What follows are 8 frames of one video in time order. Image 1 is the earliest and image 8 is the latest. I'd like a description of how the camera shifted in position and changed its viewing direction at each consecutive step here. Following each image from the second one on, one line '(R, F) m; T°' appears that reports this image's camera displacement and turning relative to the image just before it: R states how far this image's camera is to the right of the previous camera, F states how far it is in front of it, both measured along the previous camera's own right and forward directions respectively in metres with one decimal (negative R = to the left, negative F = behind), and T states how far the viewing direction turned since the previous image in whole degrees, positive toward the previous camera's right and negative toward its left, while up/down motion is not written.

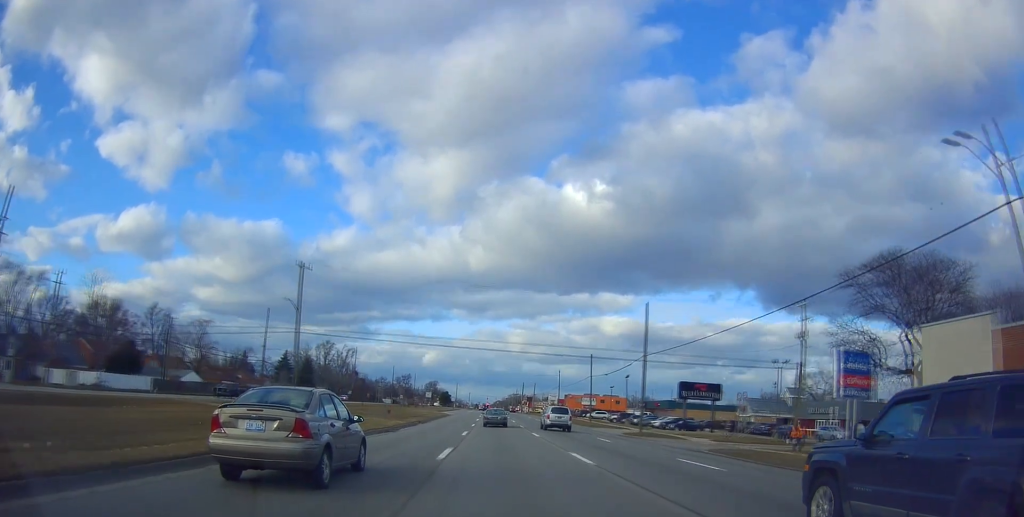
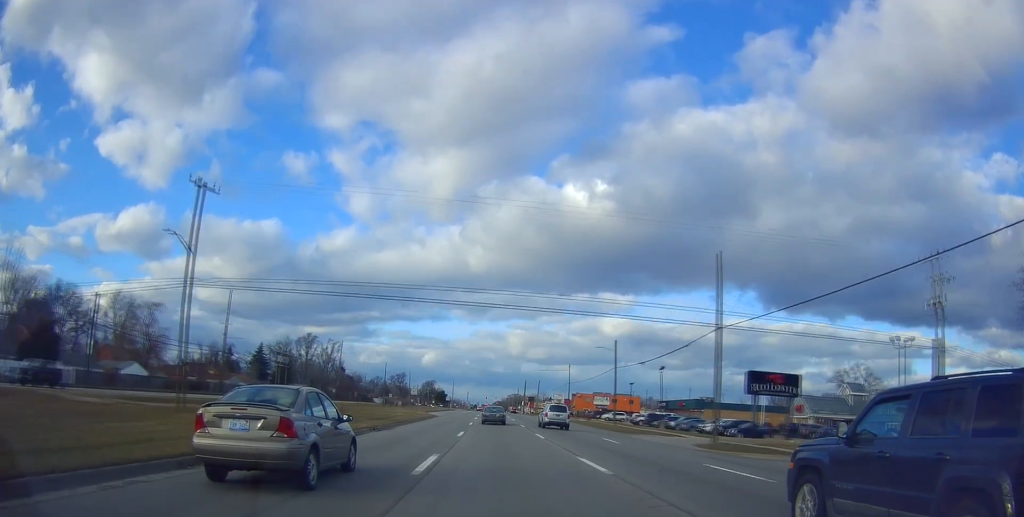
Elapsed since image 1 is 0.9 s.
(-0.6, +18.1) m; 0°
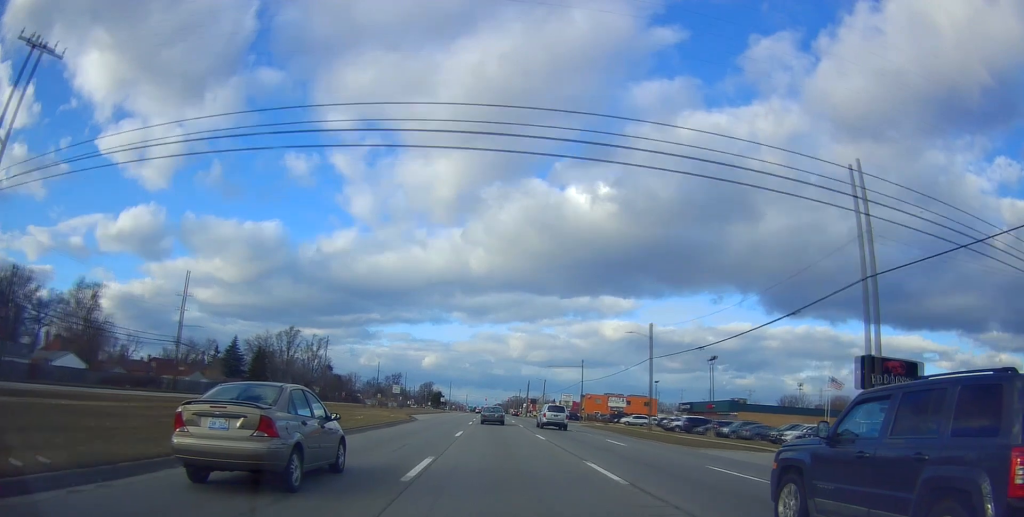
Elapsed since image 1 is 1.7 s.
(+0.6, +16.0) m; +1°
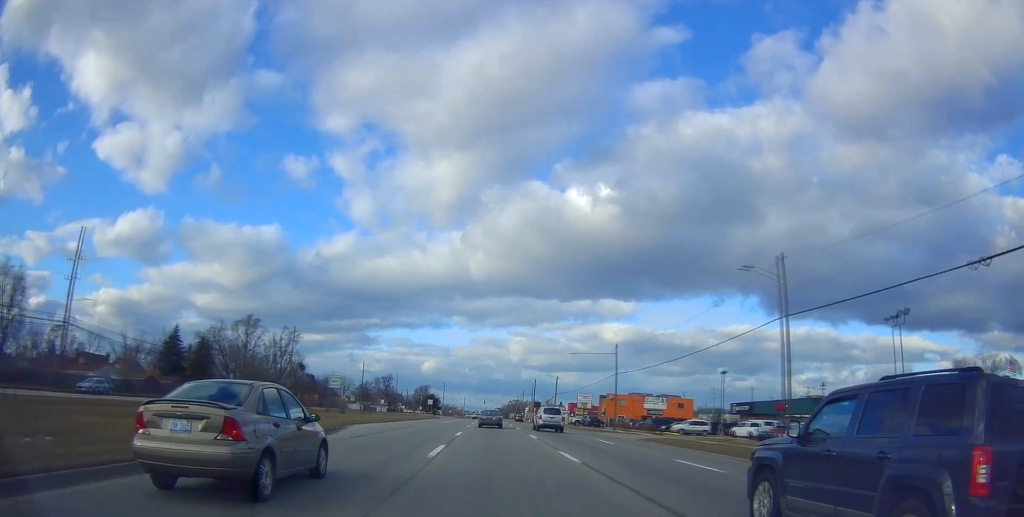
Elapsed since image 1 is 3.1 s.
(-0.2, +27.3) m; 0°
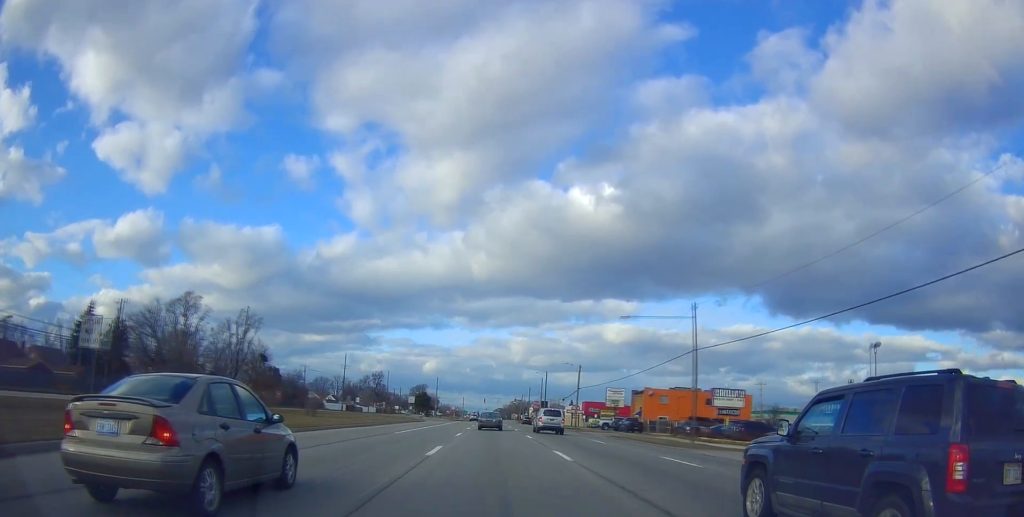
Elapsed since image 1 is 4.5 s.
(-0.4, +28.6) m; -3°
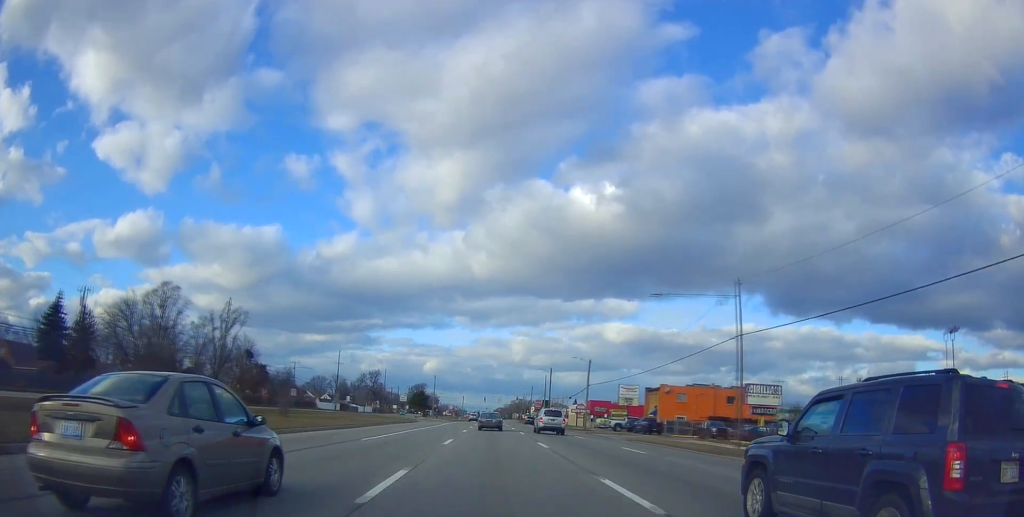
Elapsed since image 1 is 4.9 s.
(-0.1, +8.6) m; -1°
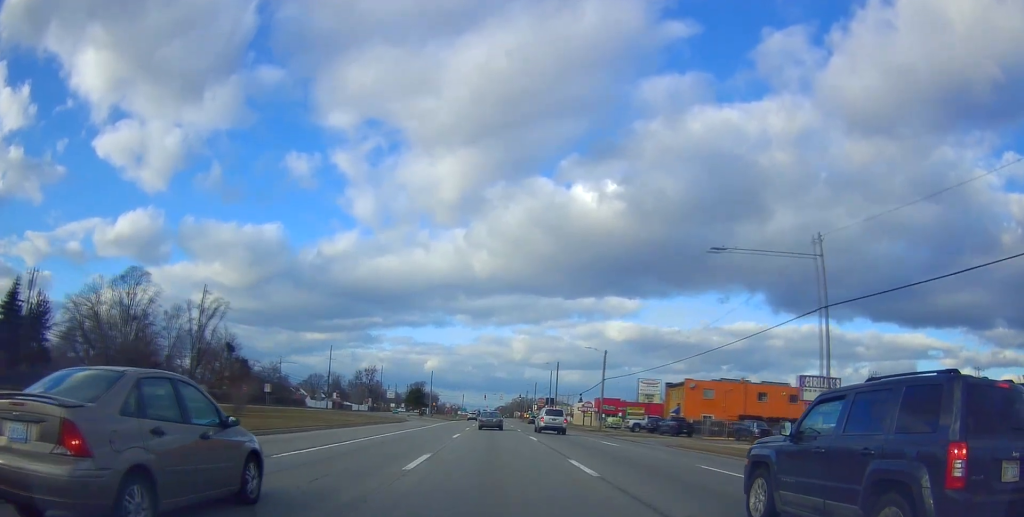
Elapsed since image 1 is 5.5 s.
(-0.1, +10.5) m; +1°
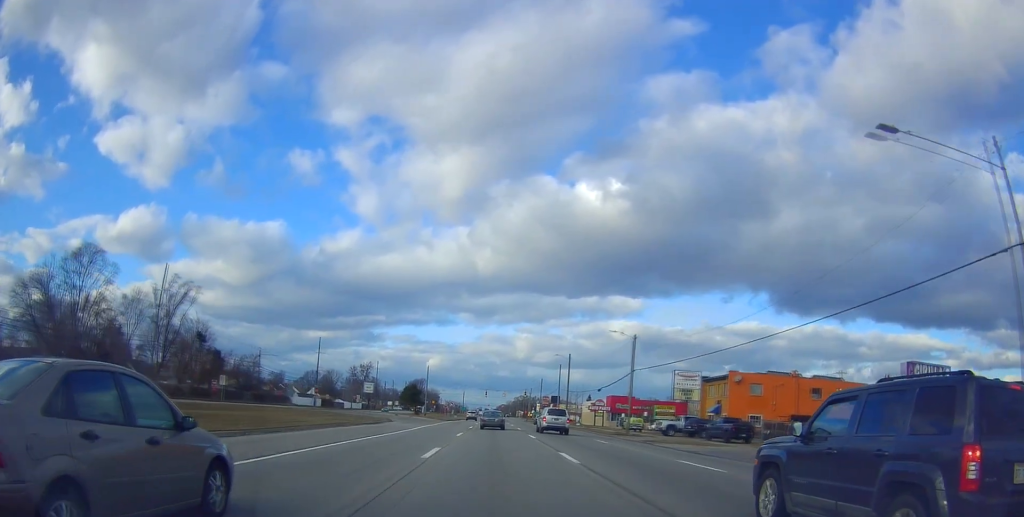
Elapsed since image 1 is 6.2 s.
(+0.1, +13.7) m; 0°
